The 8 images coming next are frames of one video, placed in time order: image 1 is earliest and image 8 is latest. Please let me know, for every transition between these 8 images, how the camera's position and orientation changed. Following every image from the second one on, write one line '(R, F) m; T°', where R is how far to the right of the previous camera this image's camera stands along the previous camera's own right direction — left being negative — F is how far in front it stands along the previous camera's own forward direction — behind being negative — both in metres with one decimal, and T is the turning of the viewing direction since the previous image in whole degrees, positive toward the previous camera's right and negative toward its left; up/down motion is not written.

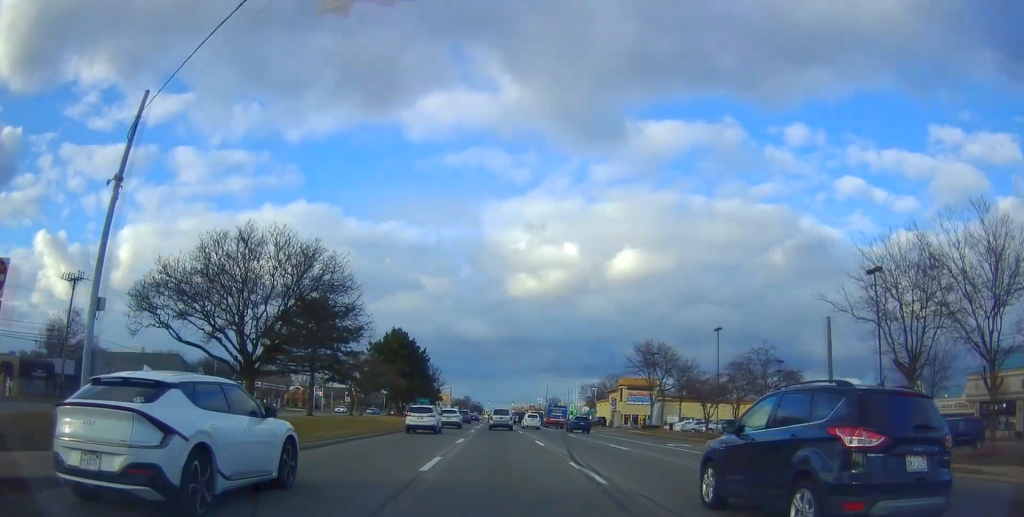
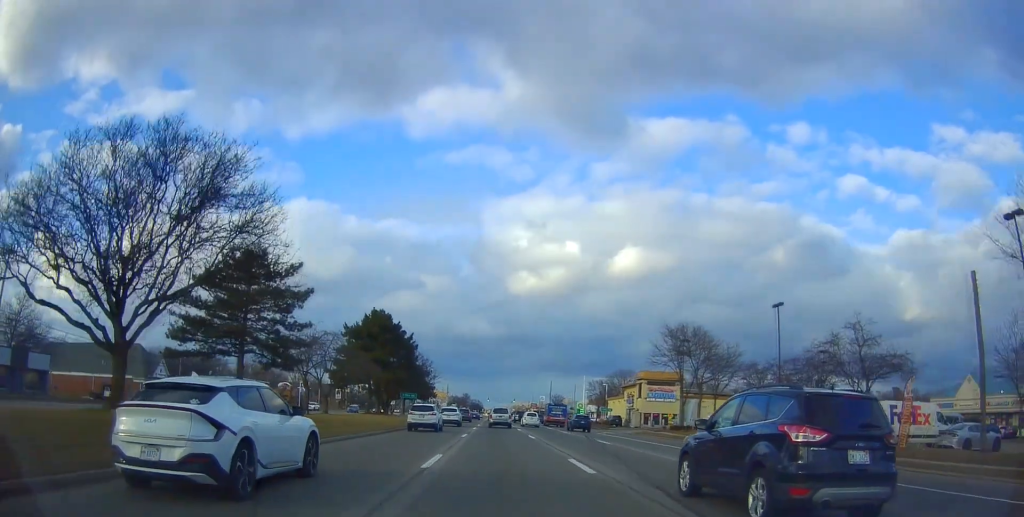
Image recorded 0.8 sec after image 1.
(-0.5, +12.2) m; 0°
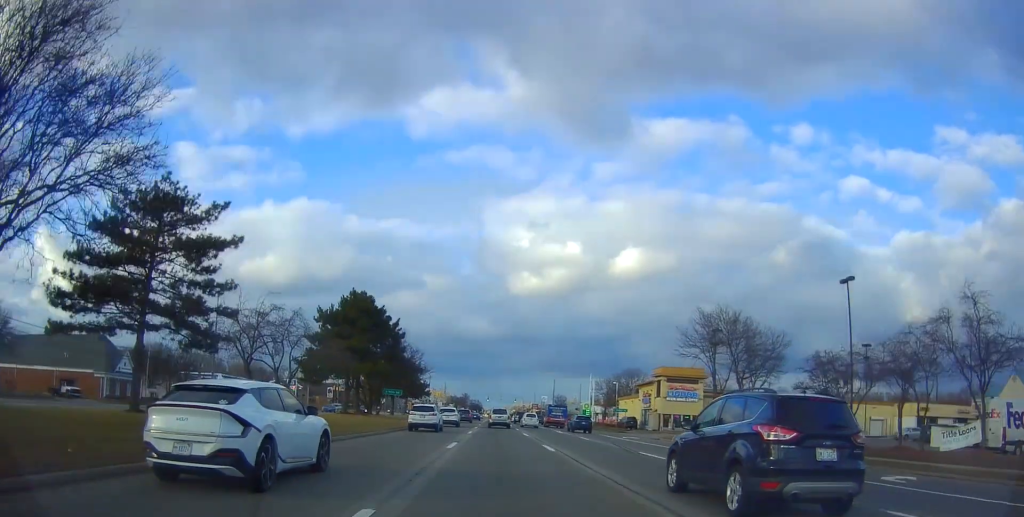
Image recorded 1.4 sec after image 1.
(+0.5, +9.7) m; +2°
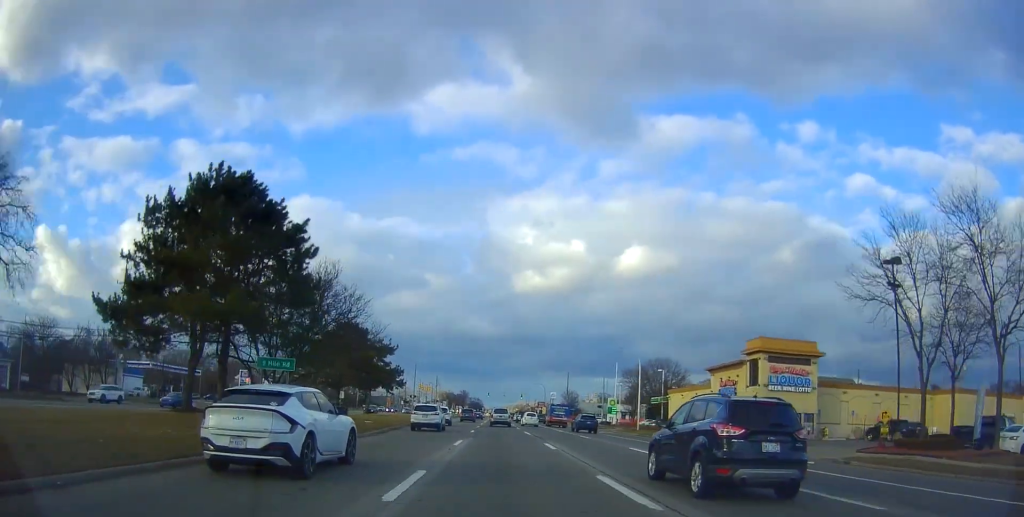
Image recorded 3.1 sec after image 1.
(+0.3, +28.2) m; 0°
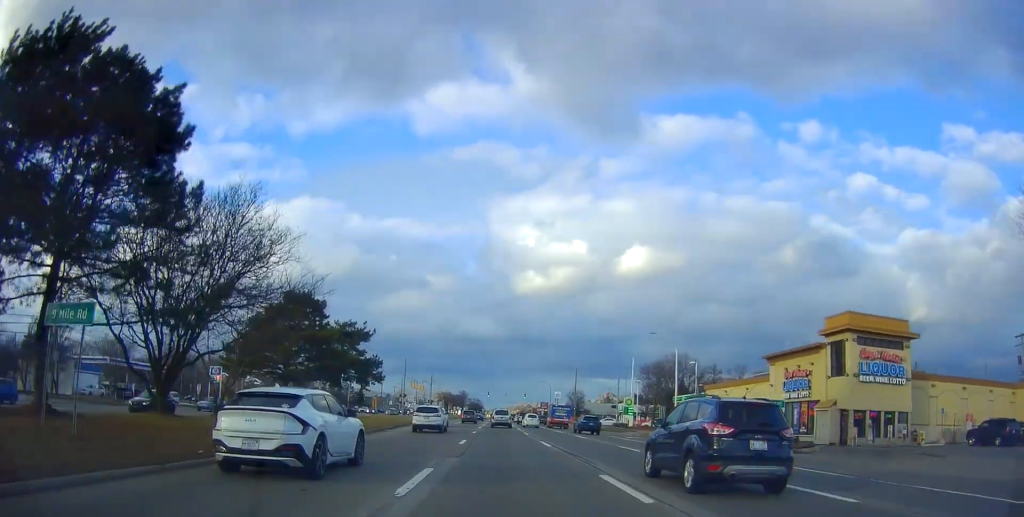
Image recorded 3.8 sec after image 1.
(-0.3, +12.9) m; 0°
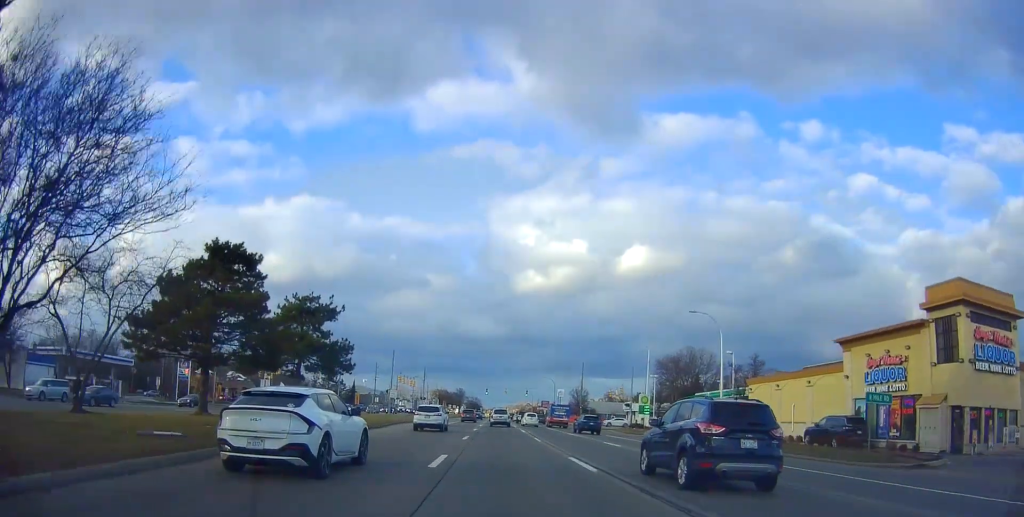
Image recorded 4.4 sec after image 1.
(+0.2, +10.9) m; +1°
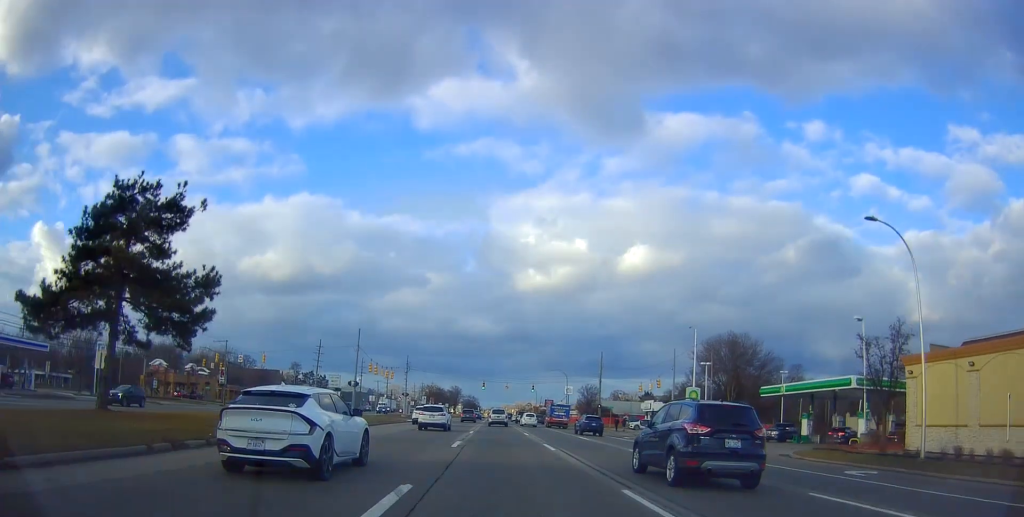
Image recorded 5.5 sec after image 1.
(+0.2, +21.1) m; -1°
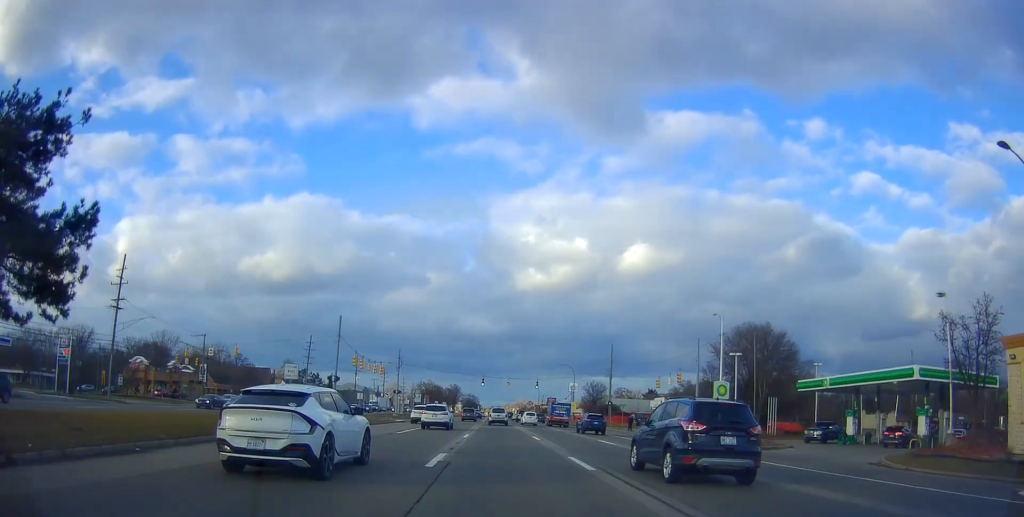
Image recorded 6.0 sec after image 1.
(-0.1, +8.2) m; -1°
